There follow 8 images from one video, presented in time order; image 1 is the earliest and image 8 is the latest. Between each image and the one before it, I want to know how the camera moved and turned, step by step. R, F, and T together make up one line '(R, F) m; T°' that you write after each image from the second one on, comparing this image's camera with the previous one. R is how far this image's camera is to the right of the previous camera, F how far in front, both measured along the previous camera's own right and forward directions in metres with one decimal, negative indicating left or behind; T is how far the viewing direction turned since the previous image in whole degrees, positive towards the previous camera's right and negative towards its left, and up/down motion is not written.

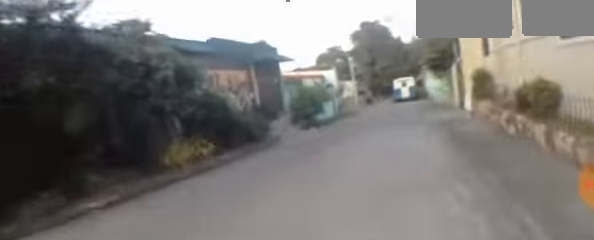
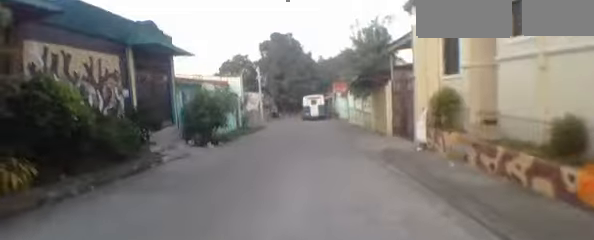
(+0.7, +2.8) m; +24°
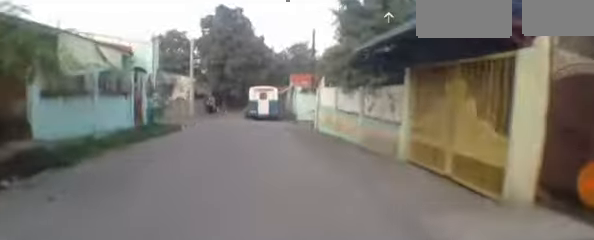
(+1.7, +7.9) m; +13°
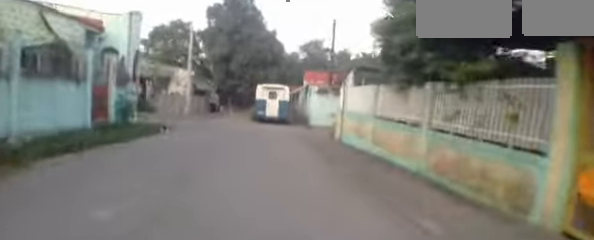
(0.0, +3.9) m; 0°
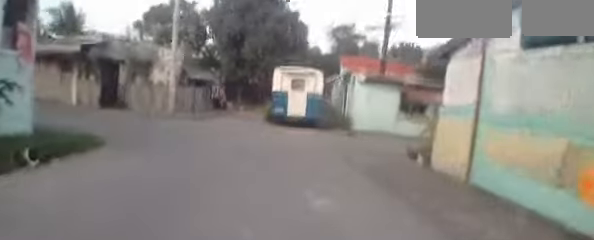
(+0.3, +6.9) m; +4°
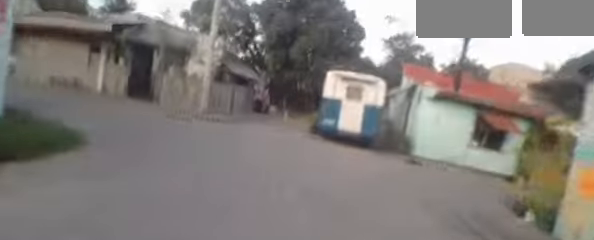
(+0.2, +2.2) m; -2°
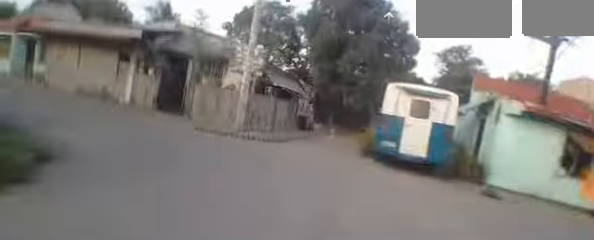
(-0.3, +2.0) m; -9°
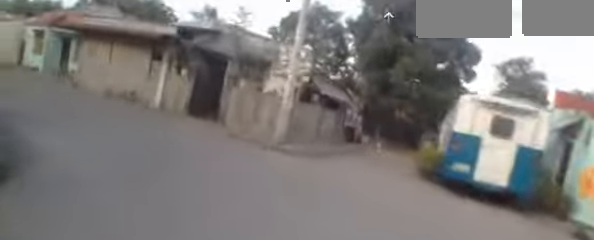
(0.0, +1.6) m; -7°
